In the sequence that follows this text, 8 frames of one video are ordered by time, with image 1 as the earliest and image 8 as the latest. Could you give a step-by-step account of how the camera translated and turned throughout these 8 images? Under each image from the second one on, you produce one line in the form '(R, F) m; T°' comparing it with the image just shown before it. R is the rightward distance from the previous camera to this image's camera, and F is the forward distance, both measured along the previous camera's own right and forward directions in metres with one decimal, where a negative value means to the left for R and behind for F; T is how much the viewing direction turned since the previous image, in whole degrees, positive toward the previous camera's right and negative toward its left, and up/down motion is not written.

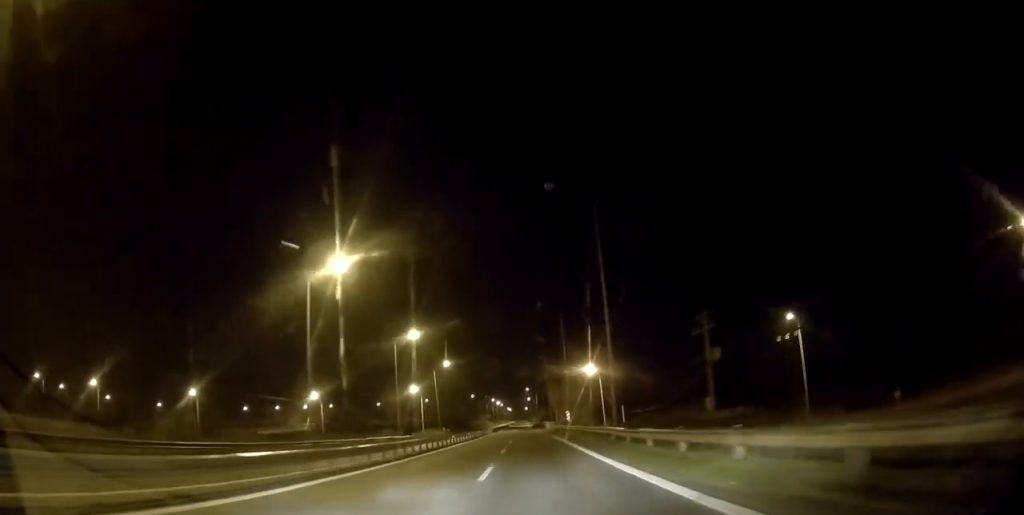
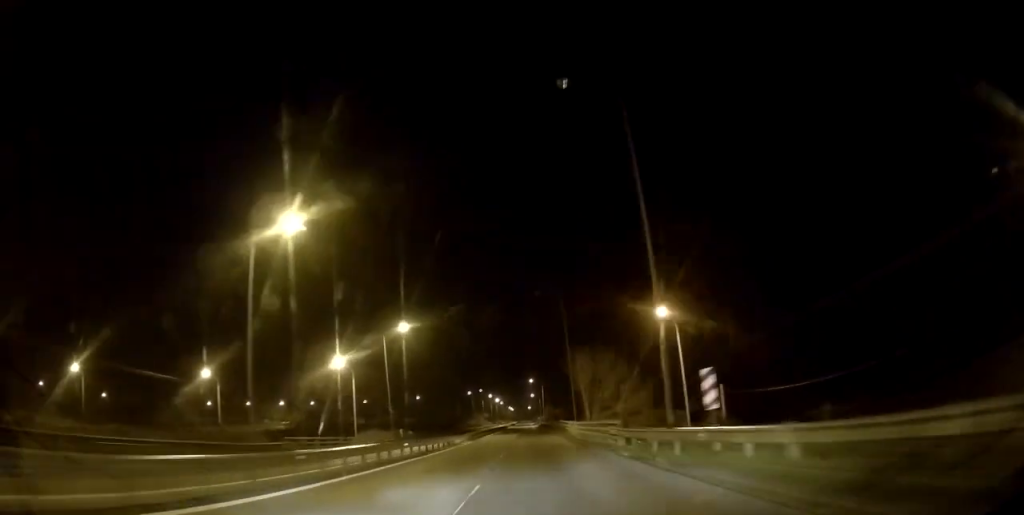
(+1.0, +41.1) m; 0°
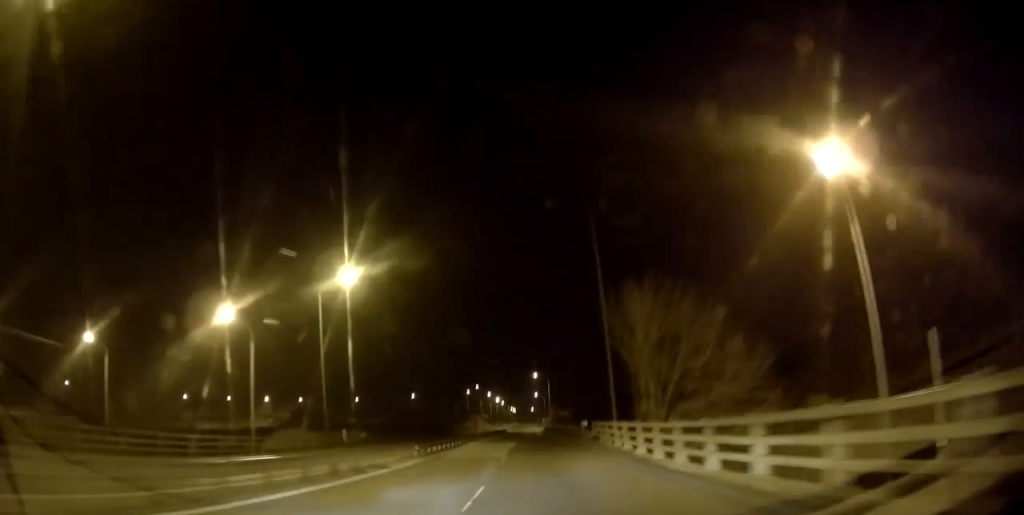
(-0.3, +23.4) m; -1°
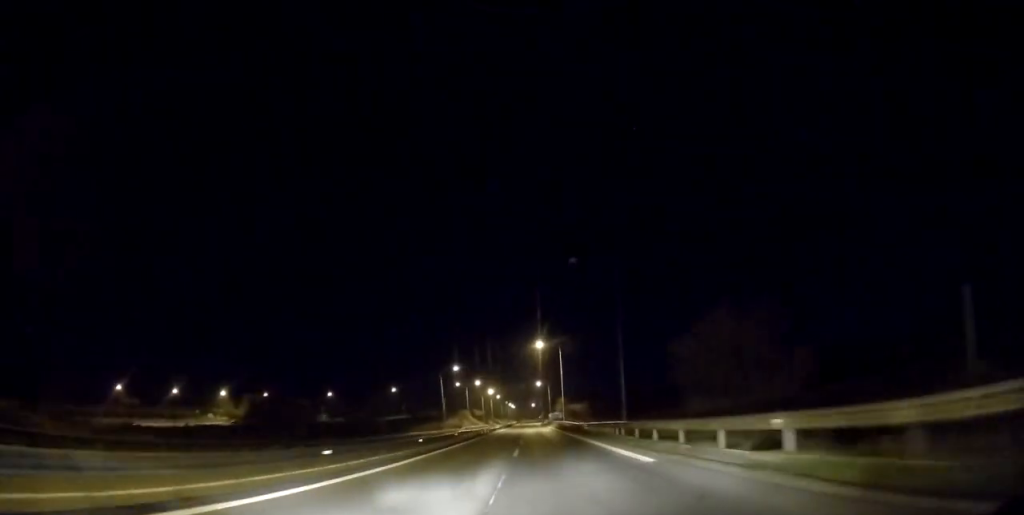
(-0.2, +48.3) m; 0°
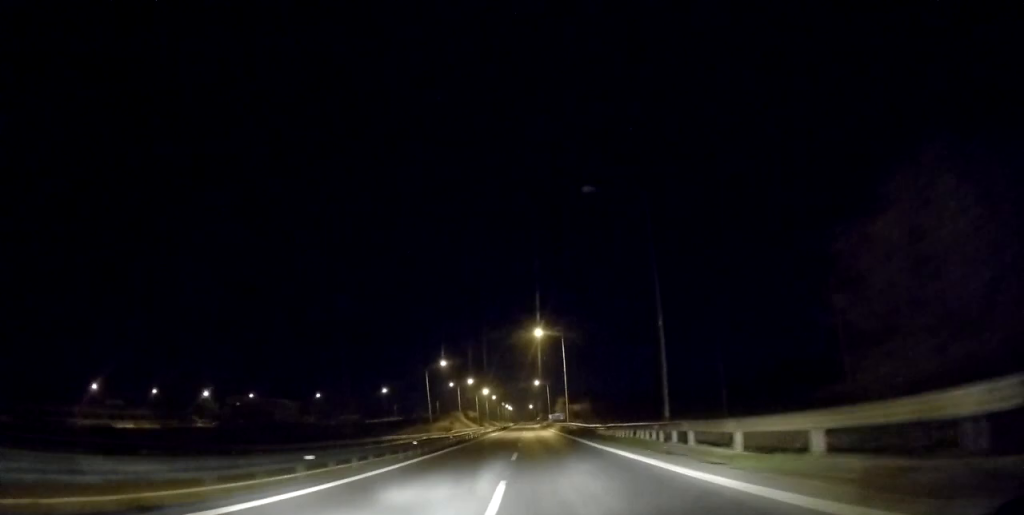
(0.0, +13.1) m; 0°
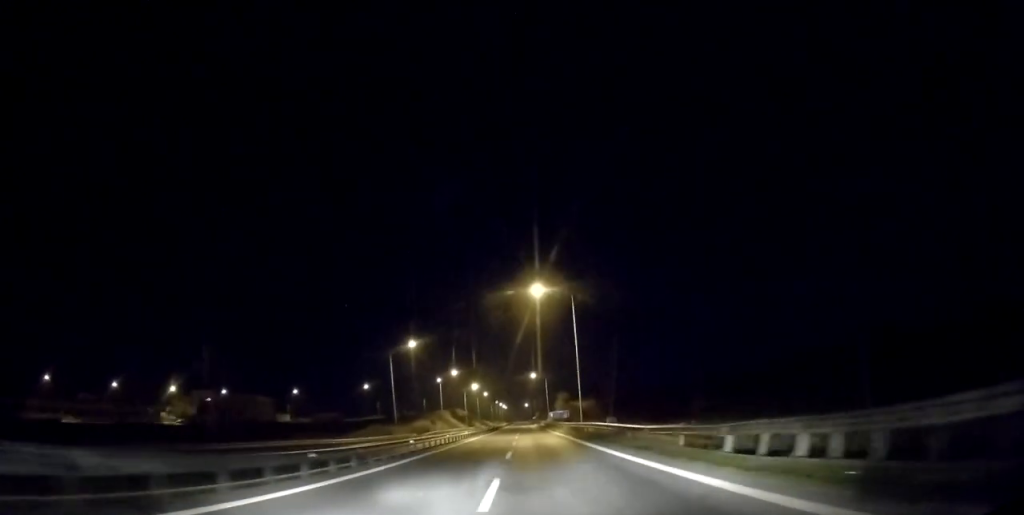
(+0.3, +23.2) m; 0°
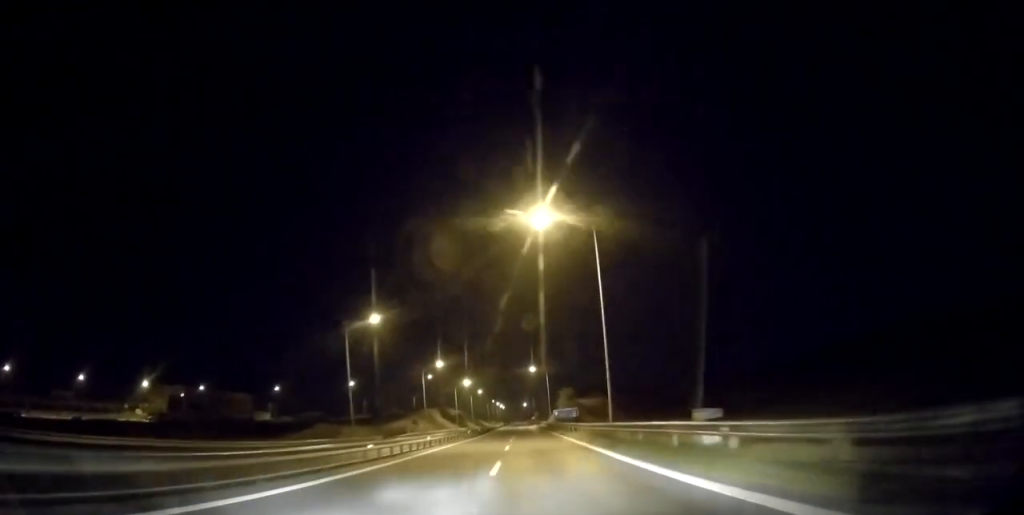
(-0.1, +18.1) m; 0°
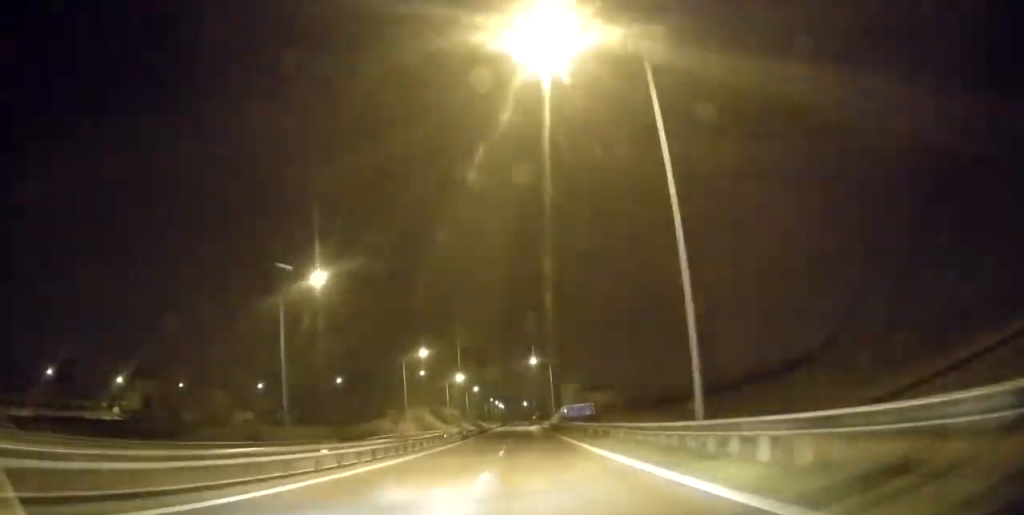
(-0.1, +16.1) m; 0°
